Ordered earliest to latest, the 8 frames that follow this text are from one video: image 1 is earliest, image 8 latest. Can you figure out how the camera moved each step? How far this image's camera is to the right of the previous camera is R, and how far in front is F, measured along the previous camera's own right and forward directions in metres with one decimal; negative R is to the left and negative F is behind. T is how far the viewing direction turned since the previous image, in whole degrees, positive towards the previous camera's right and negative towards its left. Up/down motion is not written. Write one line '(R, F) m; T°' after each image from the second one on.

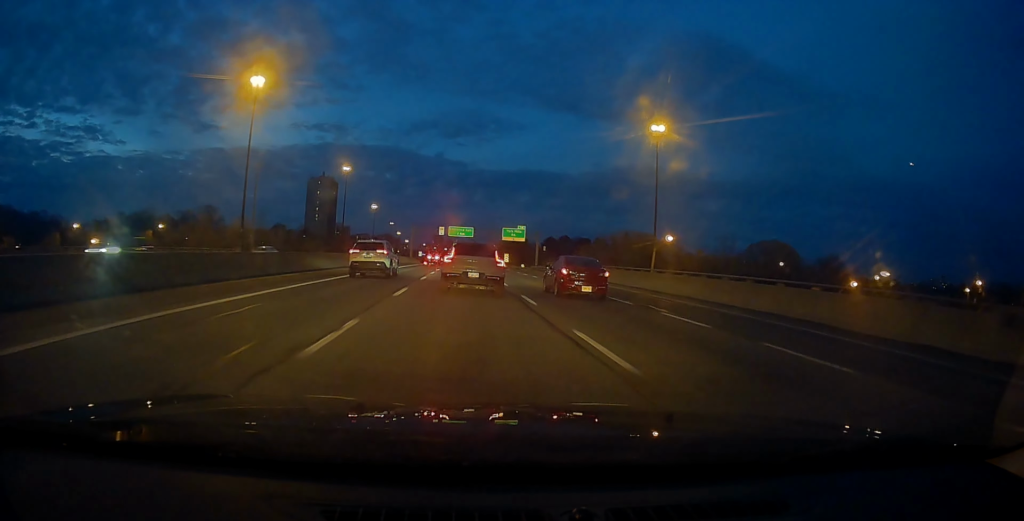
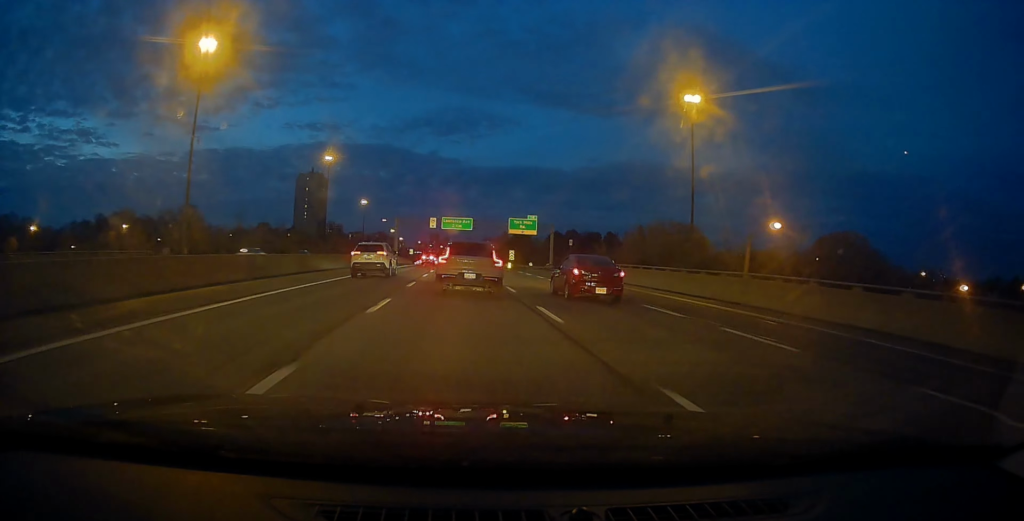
(+0.4, +22.4) m; +1°
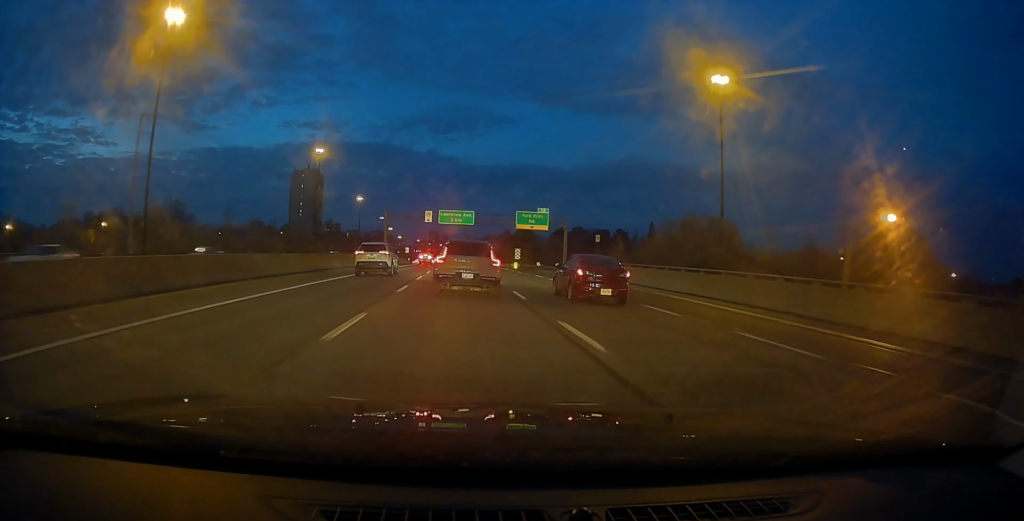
(0.0, +12.8) m; 0°
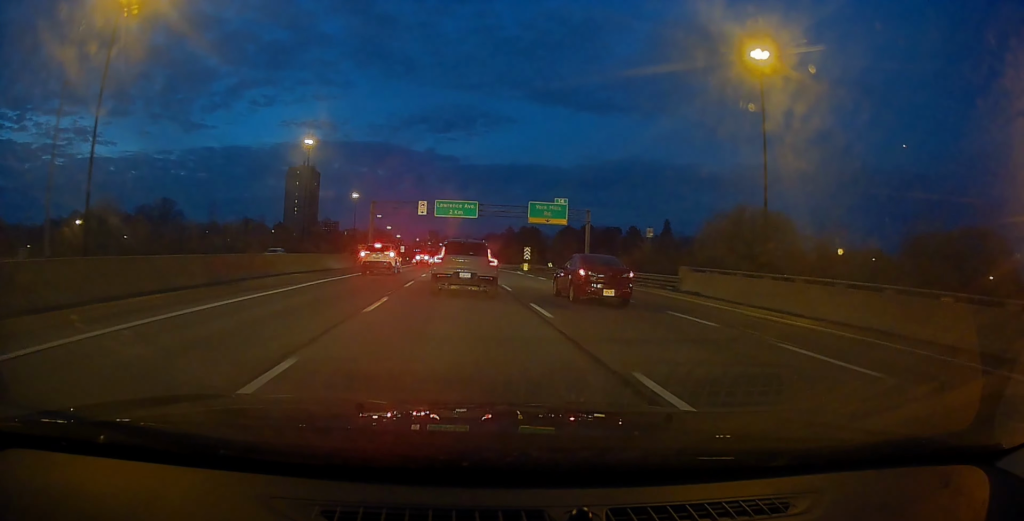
(0.0, +14.7) m; 0°
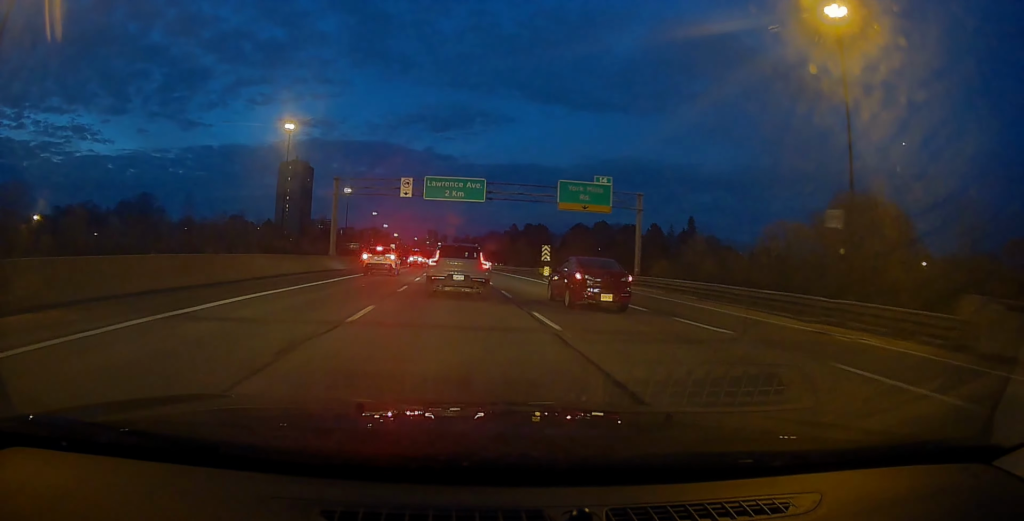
(-0.1, +20.5) m; -1°
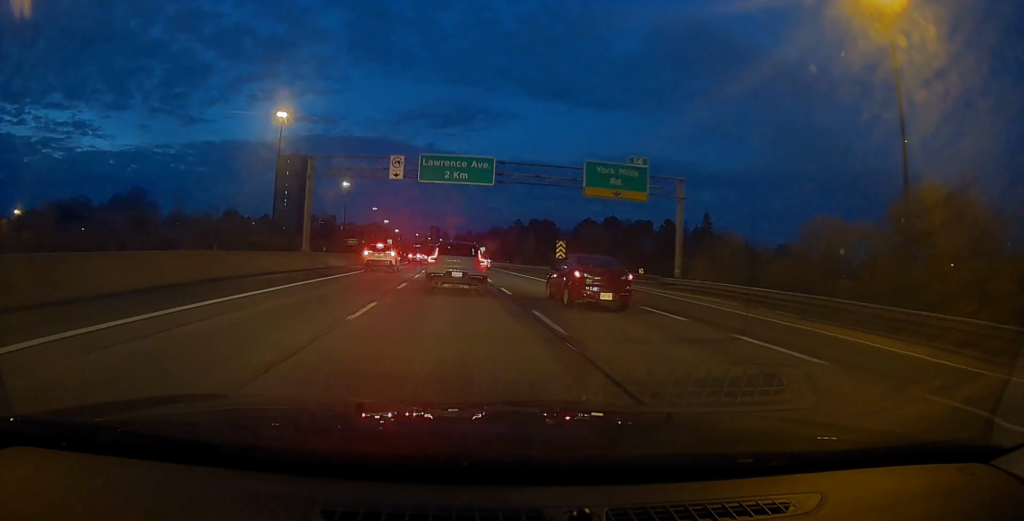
(0.0, +9.0) m; 0°
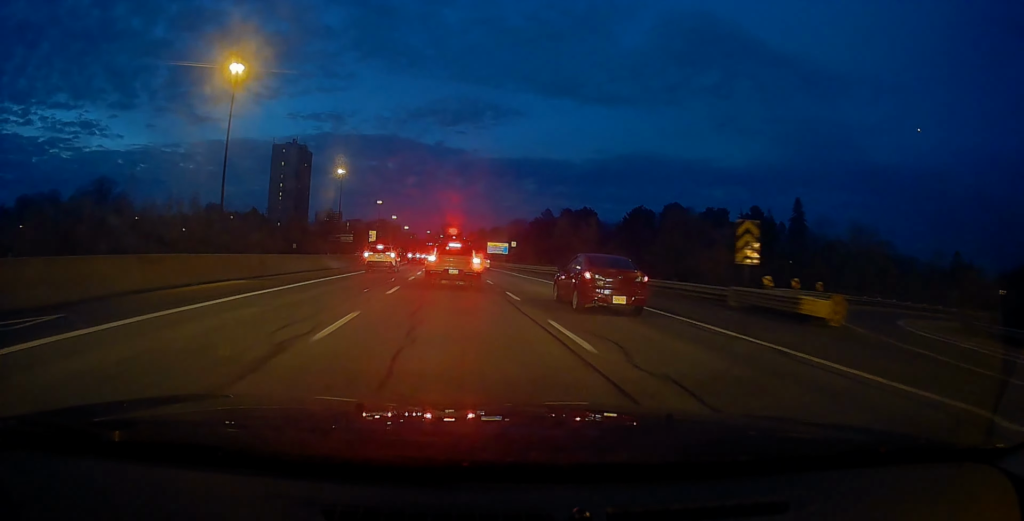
(+0.2, +38.4) m; -1°
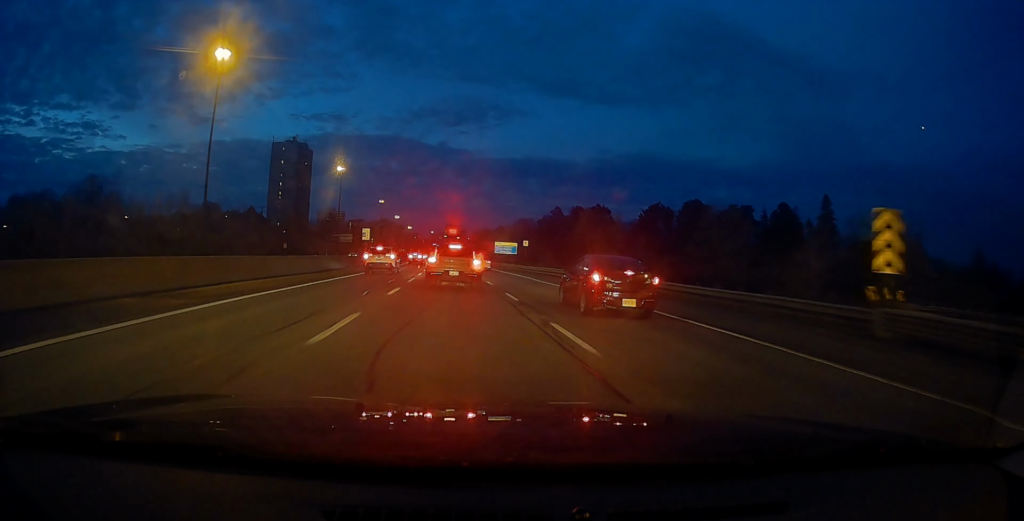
(-0.4, +8.7) m; -1°
